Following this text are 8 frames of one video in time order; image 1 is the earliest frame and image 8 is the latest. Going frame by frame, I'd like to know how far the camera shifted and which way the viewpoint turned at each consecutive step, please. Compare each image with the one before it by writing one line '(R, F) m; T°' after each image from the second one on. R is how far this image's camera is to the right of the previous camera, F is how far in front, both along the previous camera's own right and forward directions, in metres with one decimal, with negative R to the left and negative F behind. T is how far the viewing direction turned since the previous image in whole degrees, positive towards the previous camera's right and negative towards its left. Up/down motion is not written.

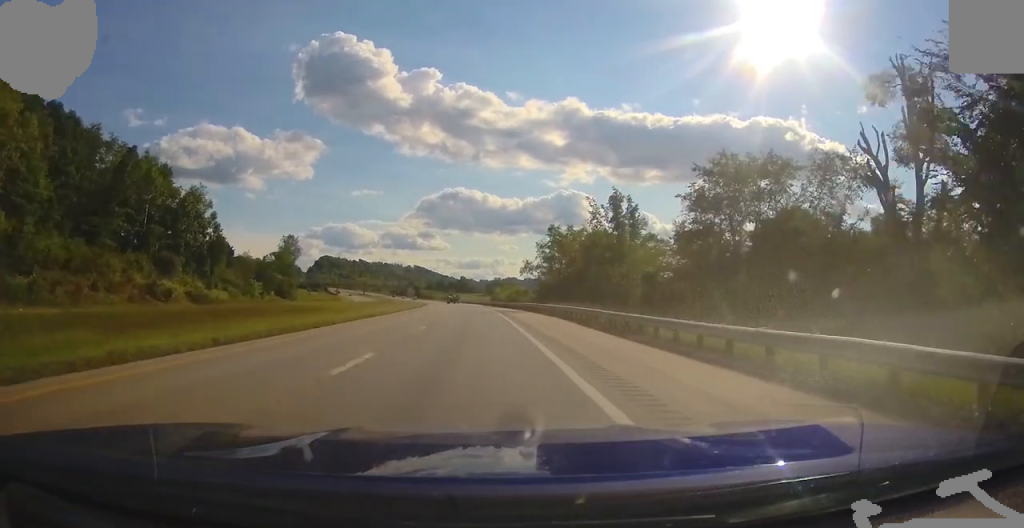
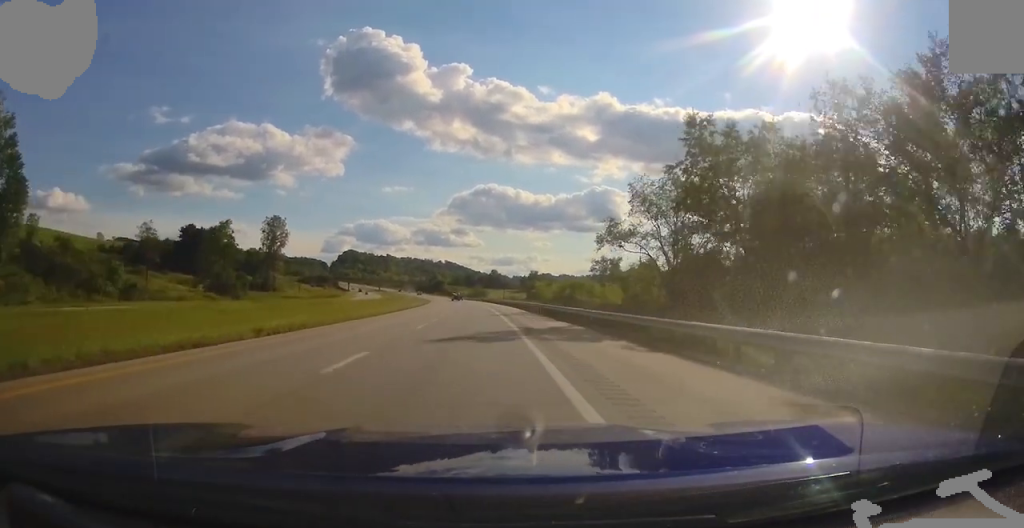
(-0.5, +61.6) m; -3°
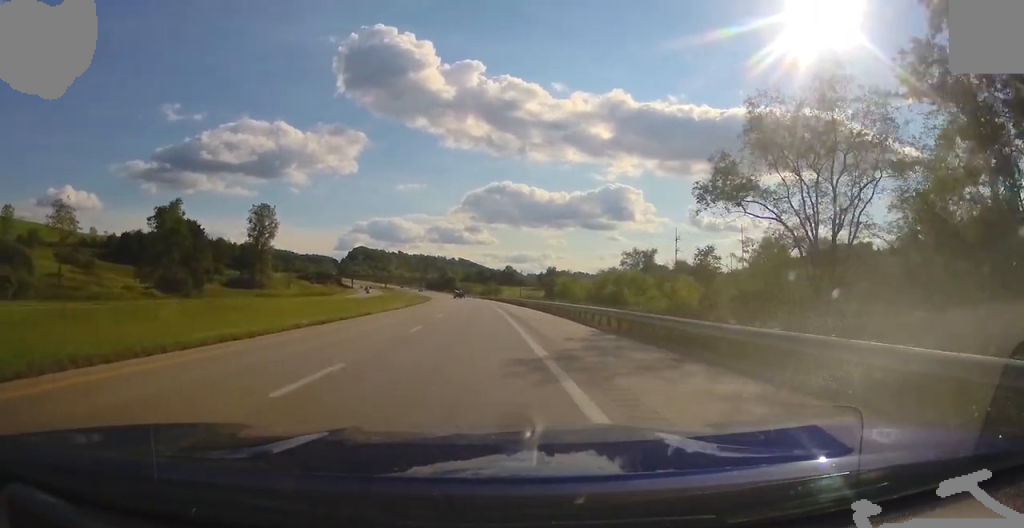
(-1.1, +26.8) m; -2°
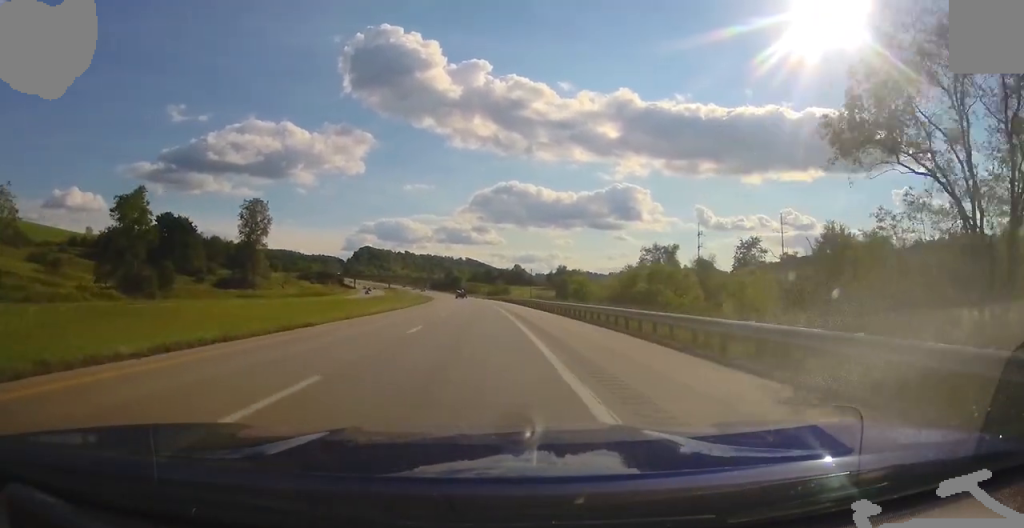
(-0.2, +14.0) m; -1°
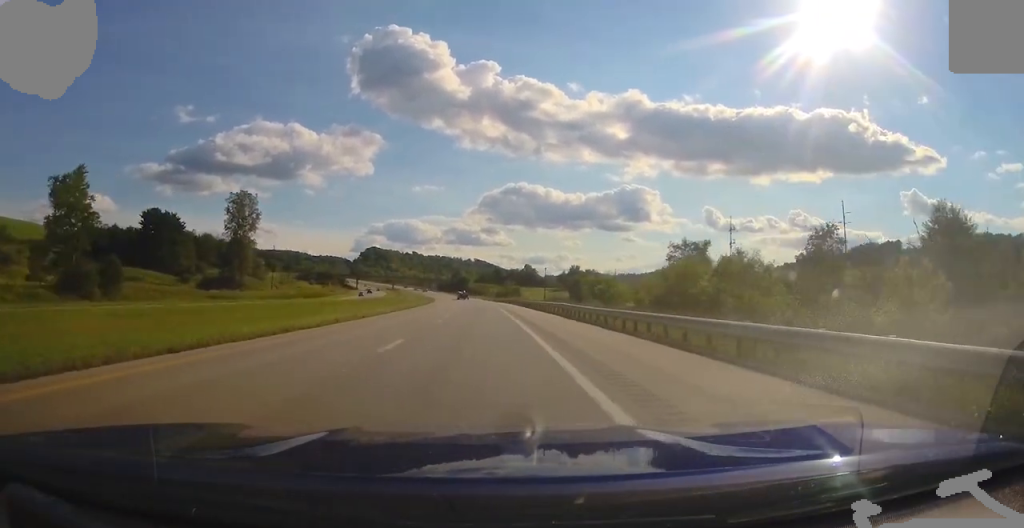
(0.0, +17.5) m; 0°
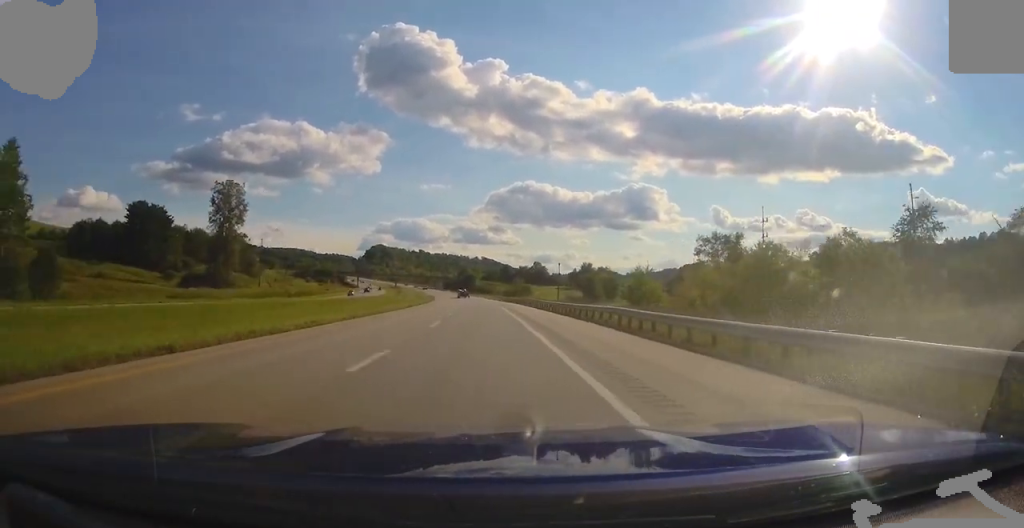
(0.0, +15.1) m; 0°
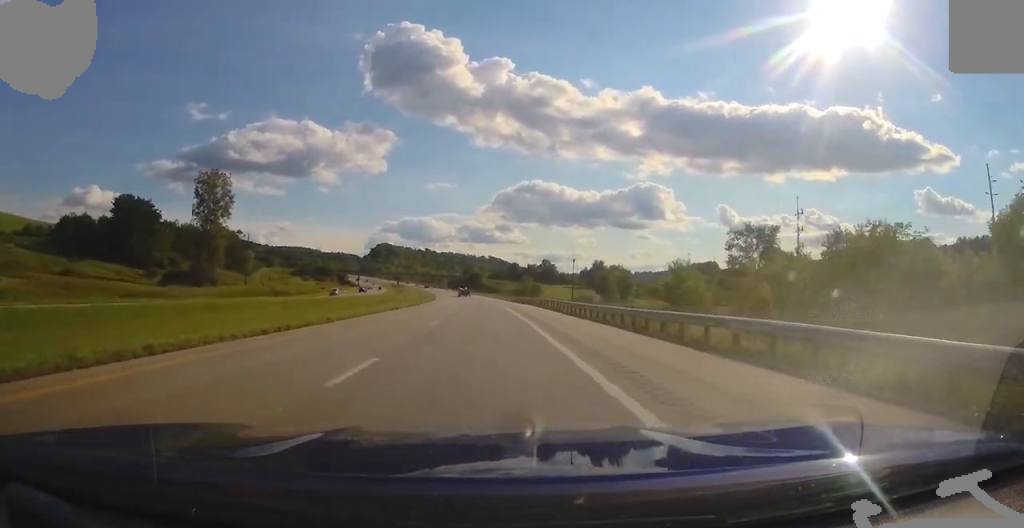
(0.0, +14.0) m; -1°
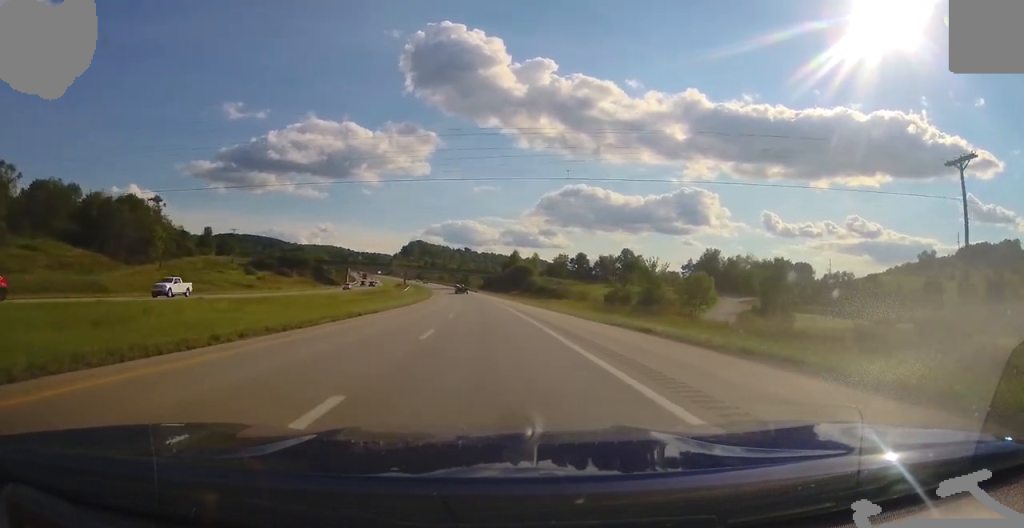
(-7.0, +101.9) m; -8°
